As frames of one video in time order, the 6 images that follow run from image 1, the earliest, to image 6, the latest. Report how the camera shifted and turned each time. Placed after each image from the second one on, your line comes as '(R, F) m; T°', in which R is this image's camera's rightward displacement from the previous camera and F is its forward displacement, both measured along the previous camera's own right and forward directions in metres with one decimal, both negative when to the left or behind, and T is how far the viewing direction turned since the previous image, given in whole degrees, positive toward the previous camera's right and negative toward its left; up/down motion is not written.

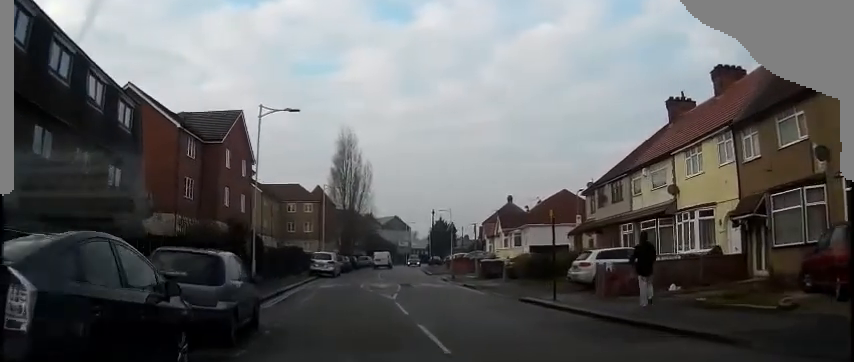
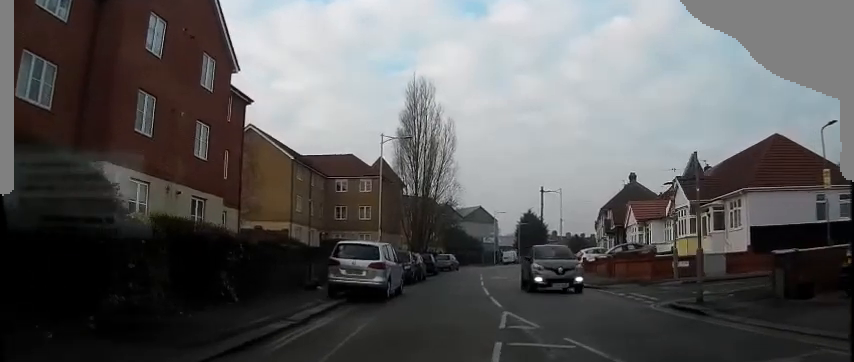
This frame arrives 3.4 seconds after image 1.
(-2.7, +23.9) m; -12°
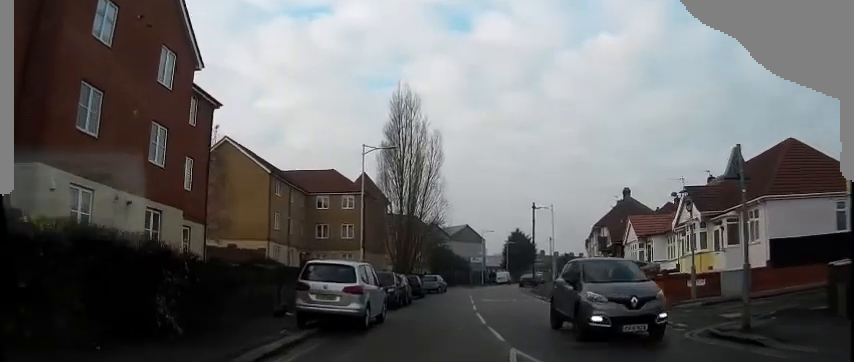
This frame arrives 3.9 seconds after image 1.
(-0.1, +2.9) m; -1°
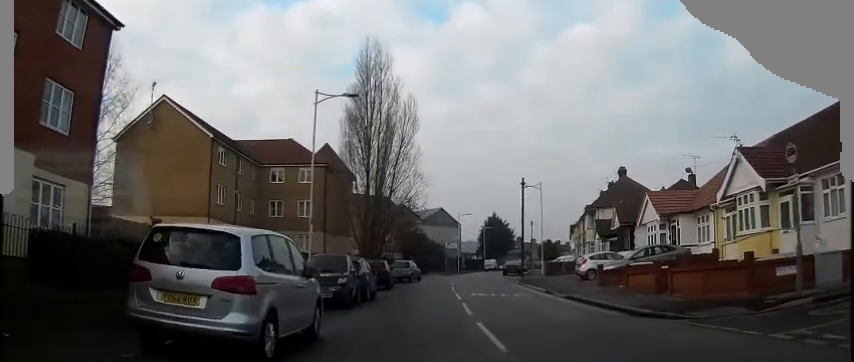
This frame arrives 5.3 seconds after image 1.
(-0.2, +8.7) m; +2°
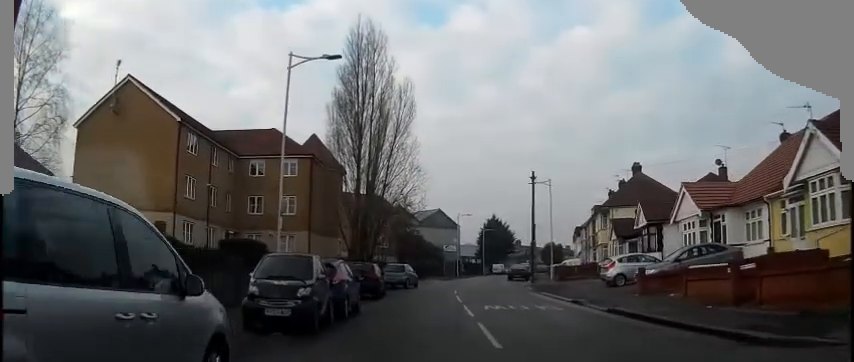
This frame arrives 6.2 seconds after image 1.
(+0.3, +5.8) m; +5°
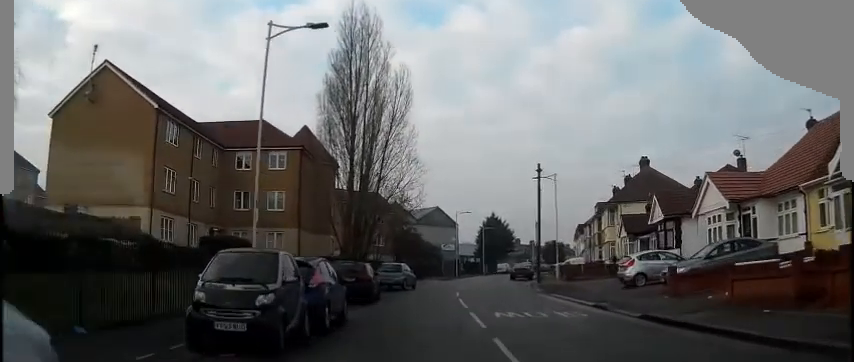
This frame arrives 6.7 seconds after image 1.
(+0.1, +3.0) m; +2°
